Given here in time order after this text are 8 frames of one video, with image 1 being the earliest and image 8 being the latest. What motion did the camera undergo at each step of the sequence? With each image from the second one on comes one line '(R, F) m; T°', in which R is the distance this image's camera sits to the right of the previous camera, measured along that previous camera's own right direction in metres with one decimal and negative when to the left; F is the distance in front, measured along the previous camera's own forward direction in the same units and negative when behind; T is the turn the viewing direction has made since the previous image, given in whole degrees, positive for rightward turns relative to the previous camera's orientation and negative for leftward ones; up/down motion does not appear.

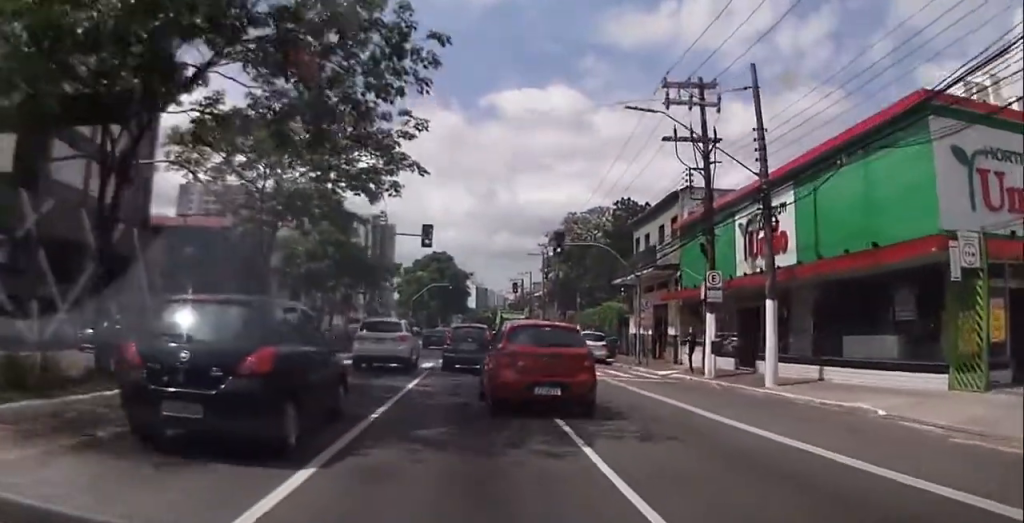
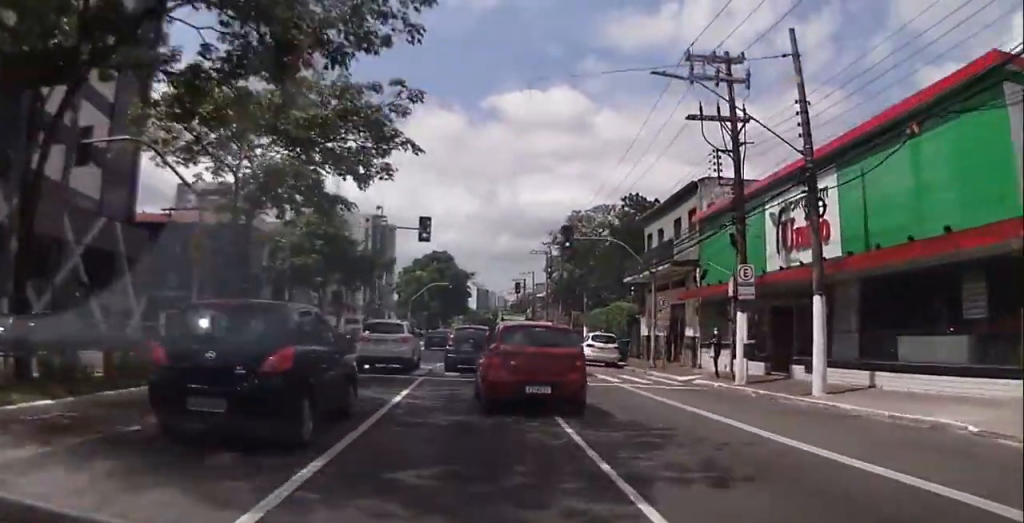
(+0.1, +2.6) m; -1°
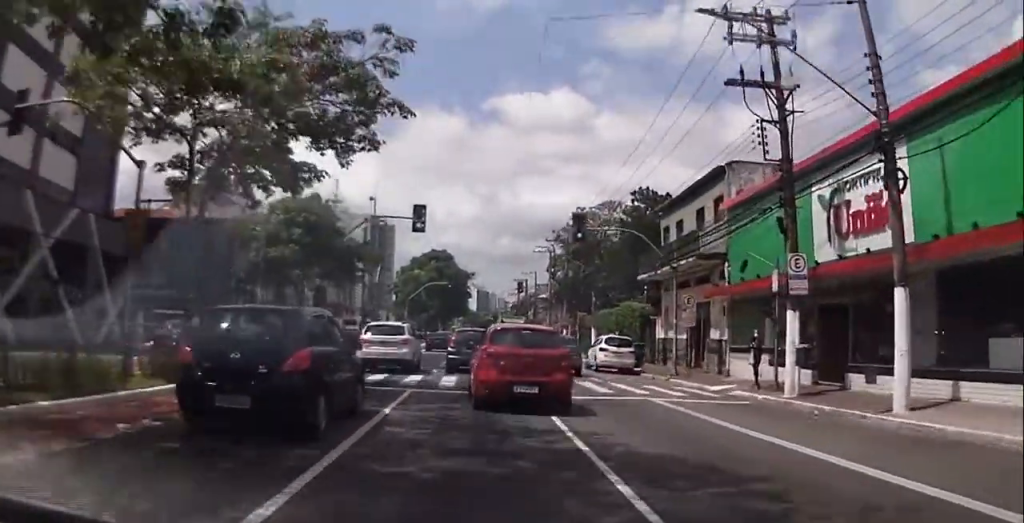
(-0.2, +3.5) m; -2°
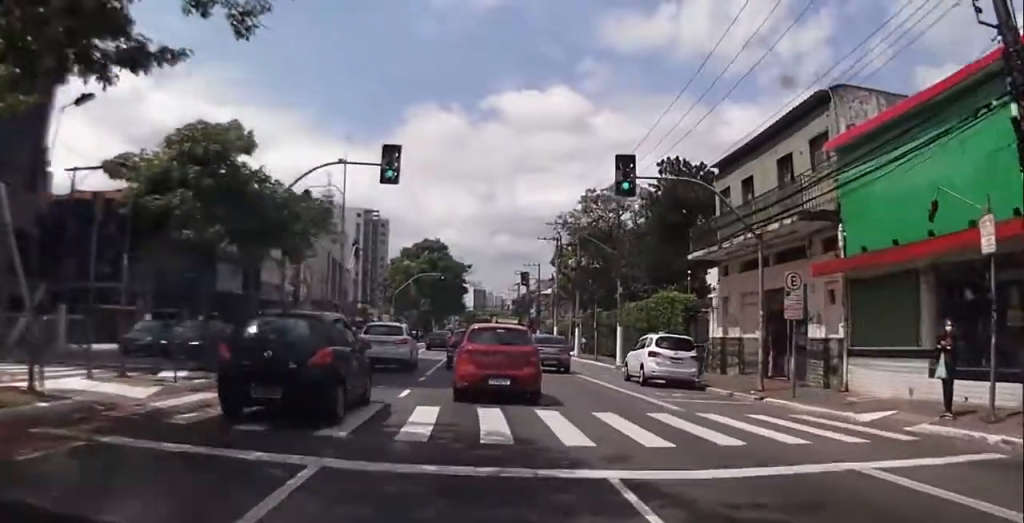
(-0.2, +9.0) m; +1°
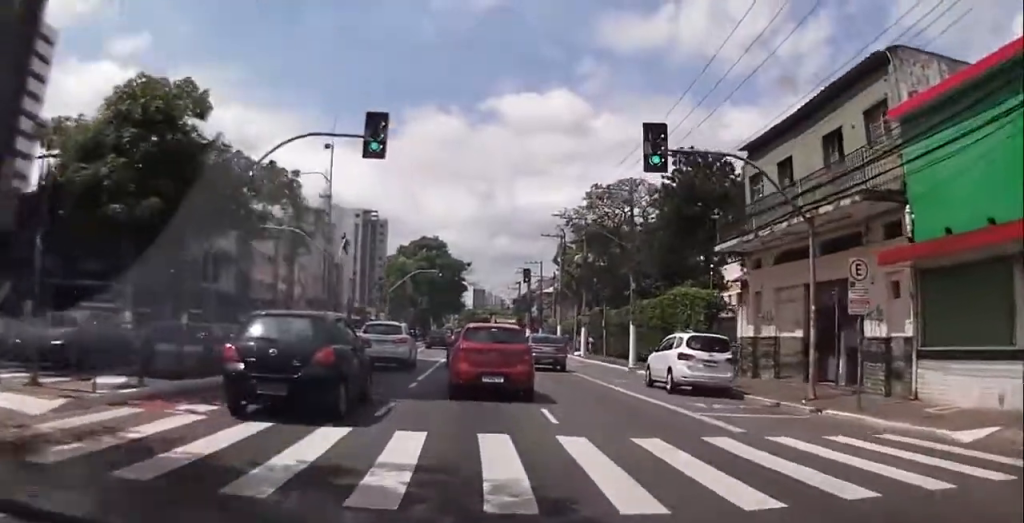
(+0.1, +3.3) m; -1°
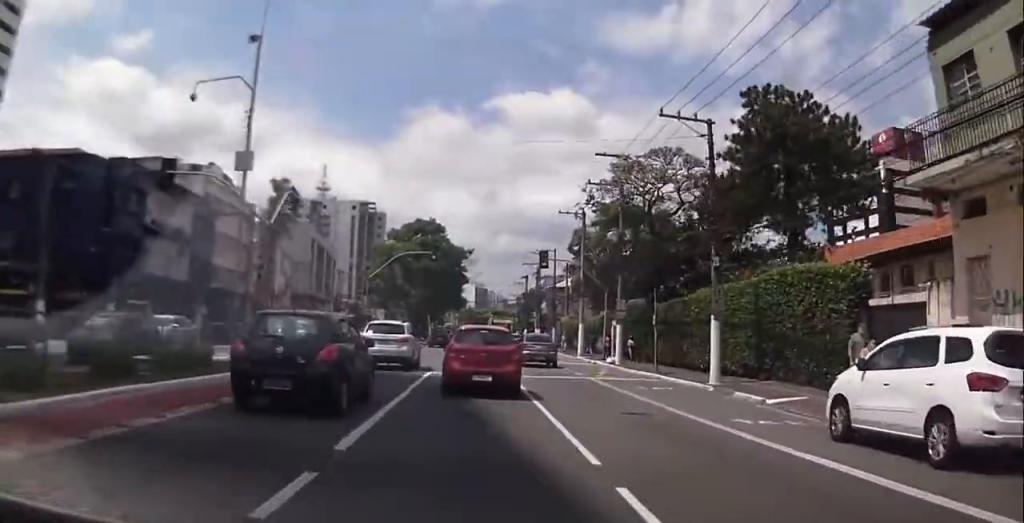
(-0.7, +11.6) m; -1°
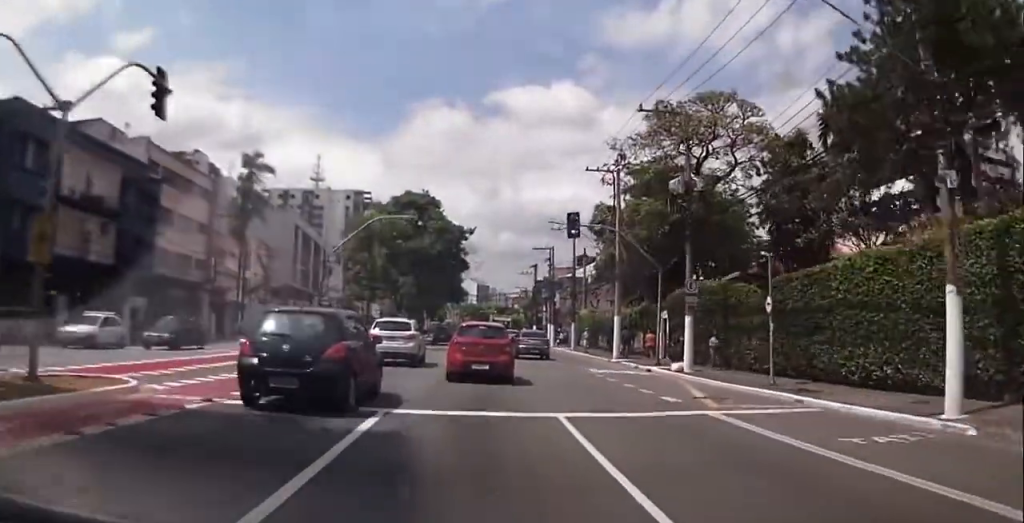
(+1.0, +12.5) m; +2°
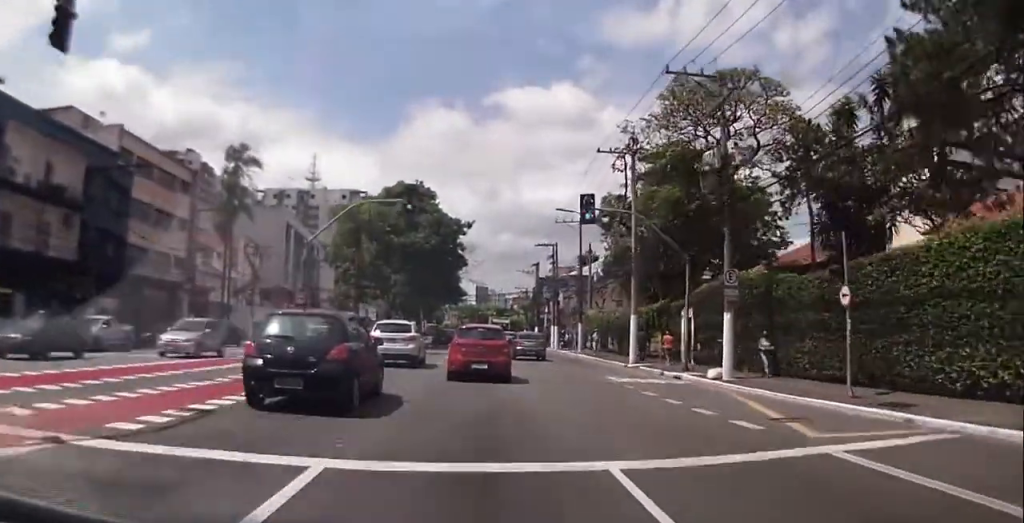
(-0.4, +4.4) m; -2°
